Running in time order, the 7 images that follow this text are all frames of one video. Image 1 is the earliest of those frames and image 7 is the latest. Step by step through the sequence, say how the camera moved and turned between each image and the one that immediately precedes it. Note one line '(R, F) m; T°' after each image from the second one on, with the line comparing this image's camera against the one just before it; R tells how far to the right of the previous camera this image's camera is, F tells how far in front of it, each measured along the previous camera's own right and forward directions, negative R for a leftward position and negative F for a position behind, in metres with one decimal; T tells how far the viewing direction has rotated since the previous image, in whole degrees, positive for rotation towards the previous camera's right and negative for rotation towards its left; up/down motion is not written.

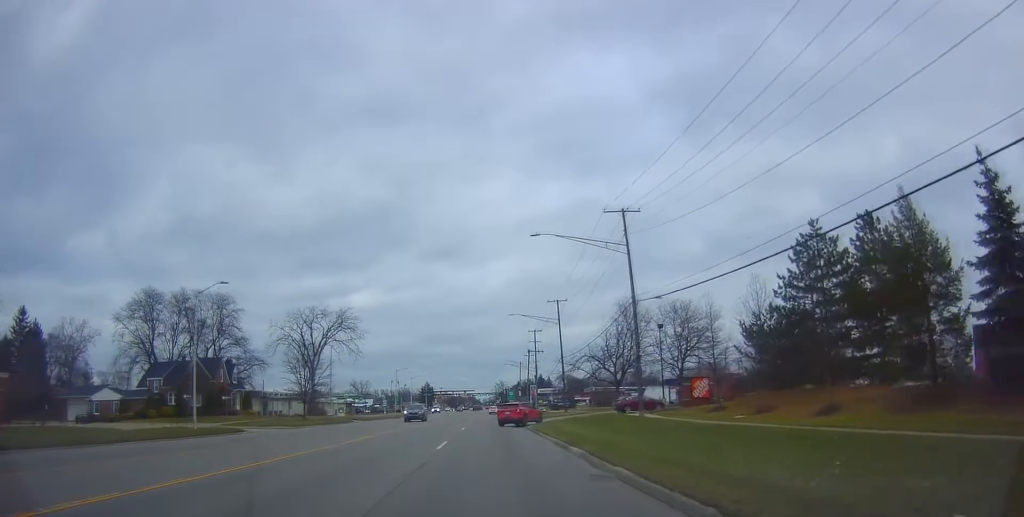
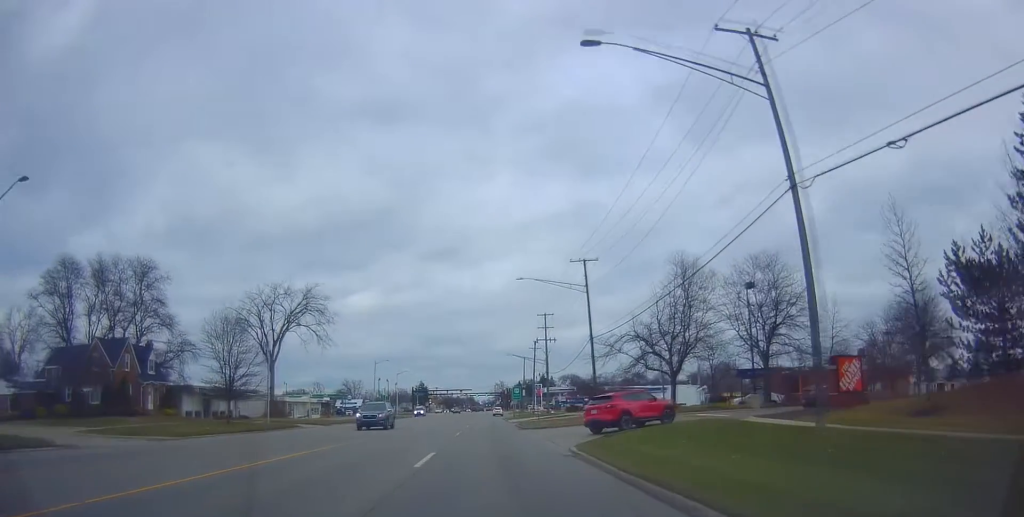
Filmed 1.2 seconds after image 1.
(-0.5, +21.0) m; -1°
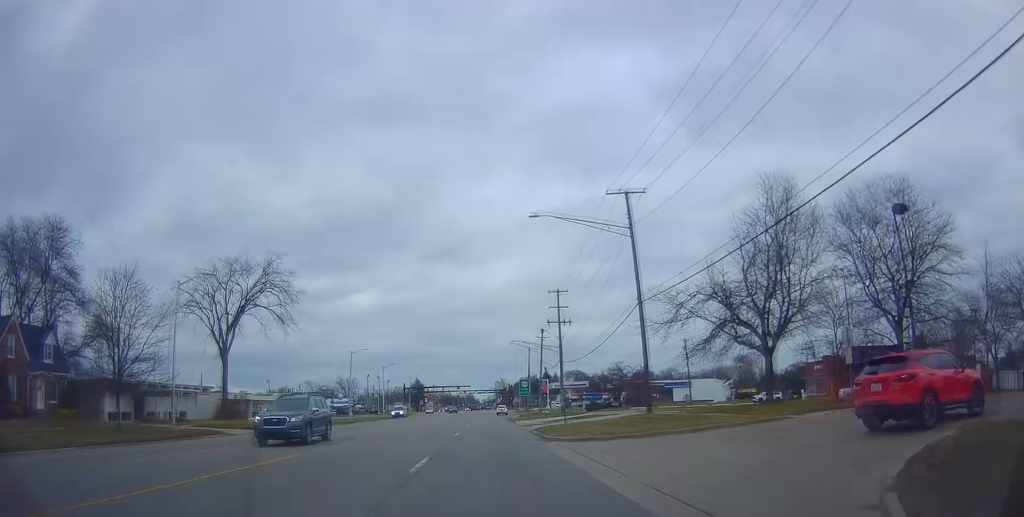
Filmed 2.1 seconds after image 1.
(+0.2, +16.7) m; 0°
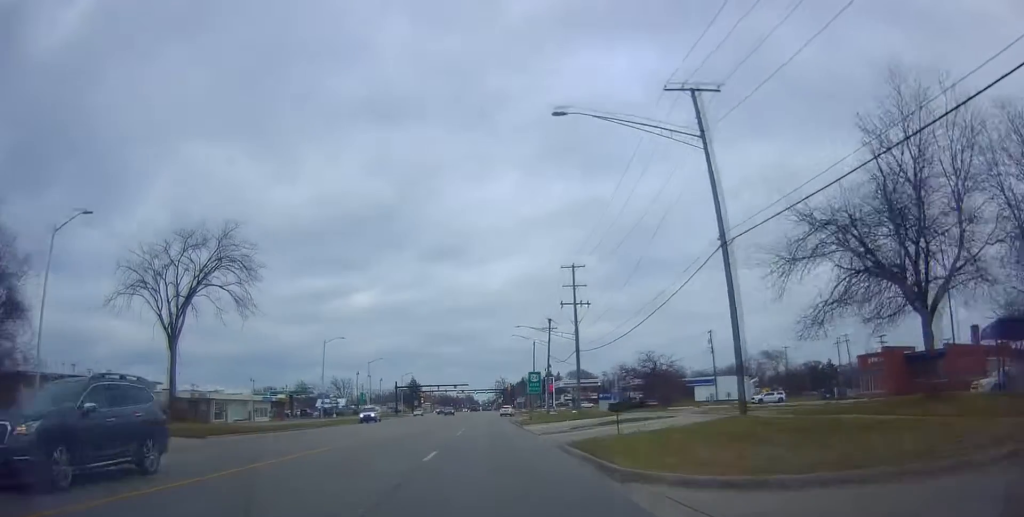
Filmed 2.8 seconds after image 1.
(+0.3, +13.1) m; -1°
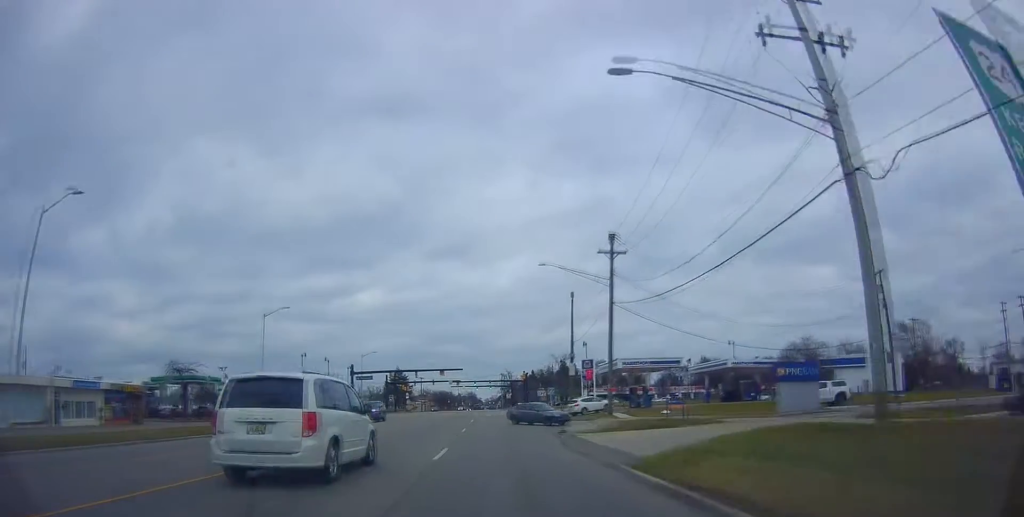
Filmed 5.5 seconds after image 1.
(+0.9, +45.8) m; +2°
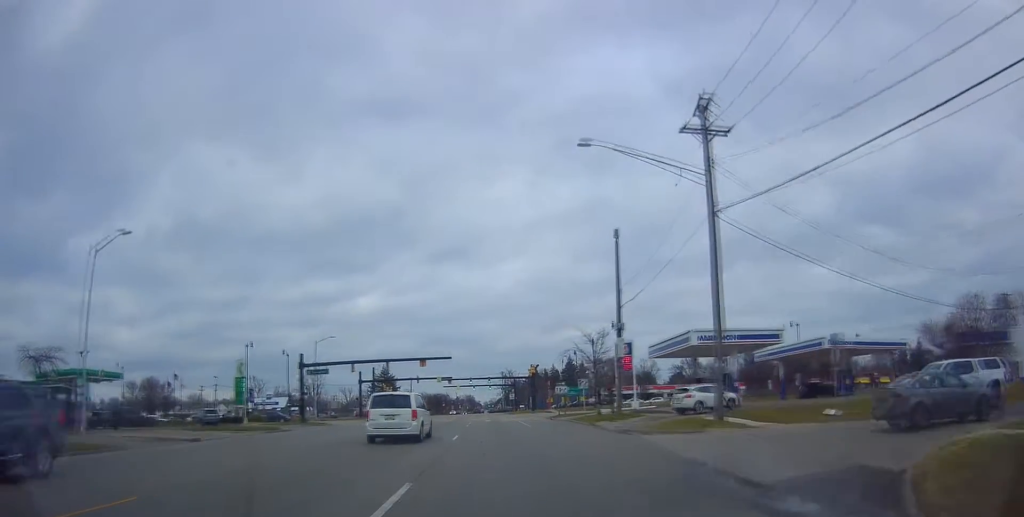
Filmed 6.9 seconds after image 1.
(-0.7, +23.1) m; -2°
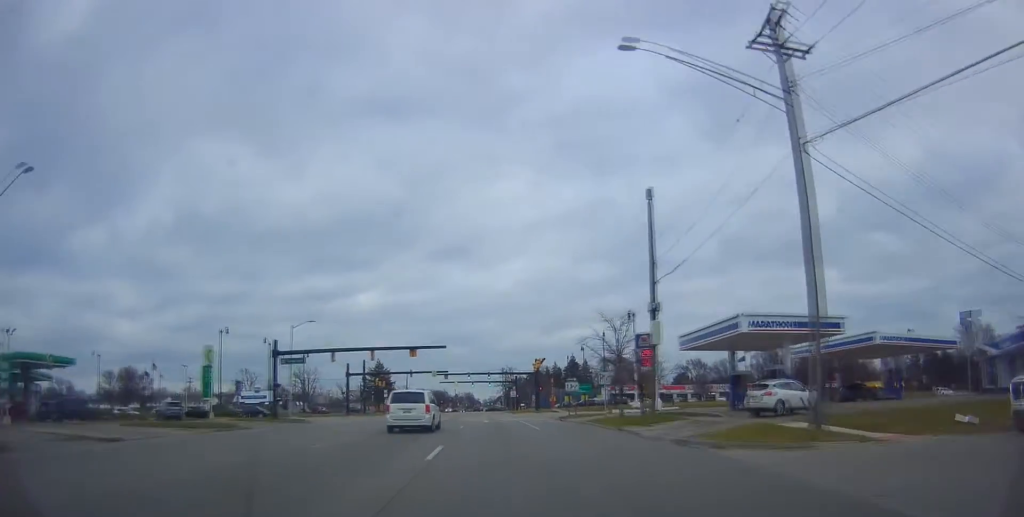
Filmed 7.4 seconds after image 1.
(-0.1, +7.9) m; +1°
